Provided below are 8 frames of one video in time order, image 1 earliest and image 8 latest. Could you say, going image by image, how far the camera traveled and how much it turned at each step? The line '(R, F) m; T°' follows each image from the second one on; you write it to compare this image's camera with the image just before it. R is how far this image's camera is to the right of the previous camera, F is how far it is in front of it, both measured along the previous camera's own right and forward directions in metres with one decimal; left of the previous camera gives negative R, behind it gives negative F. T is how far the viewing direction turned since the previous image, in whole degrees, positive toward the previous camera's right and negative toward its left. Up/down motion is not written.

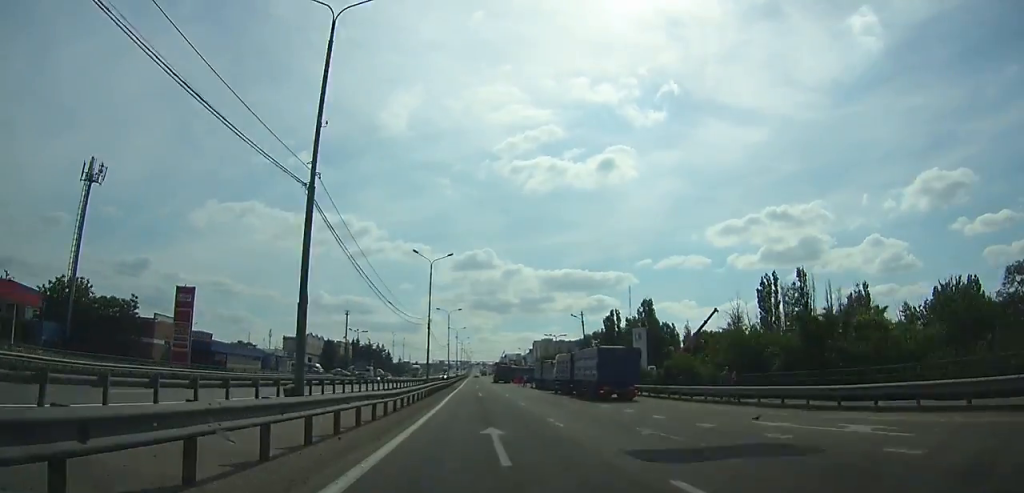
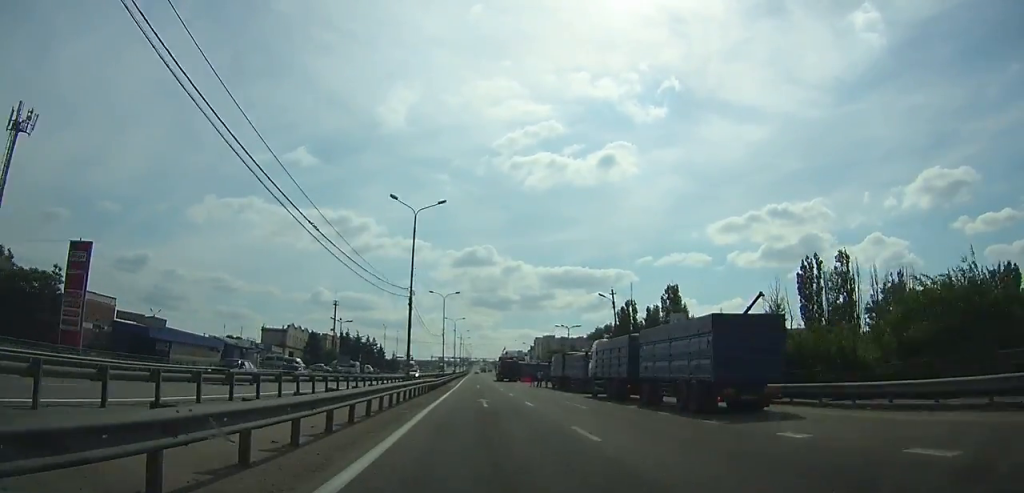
(0.0, +16.5) m; 0°
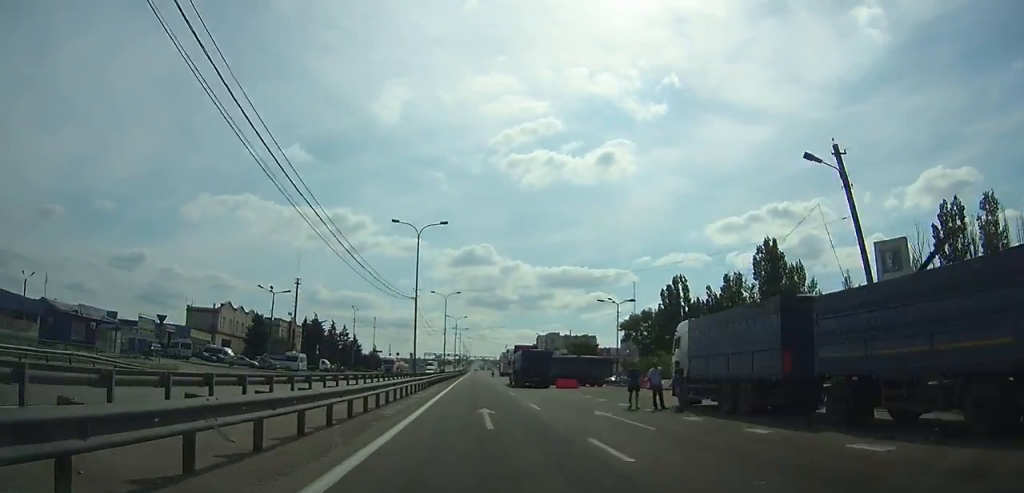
(+0.2, +38.8) m; 0°
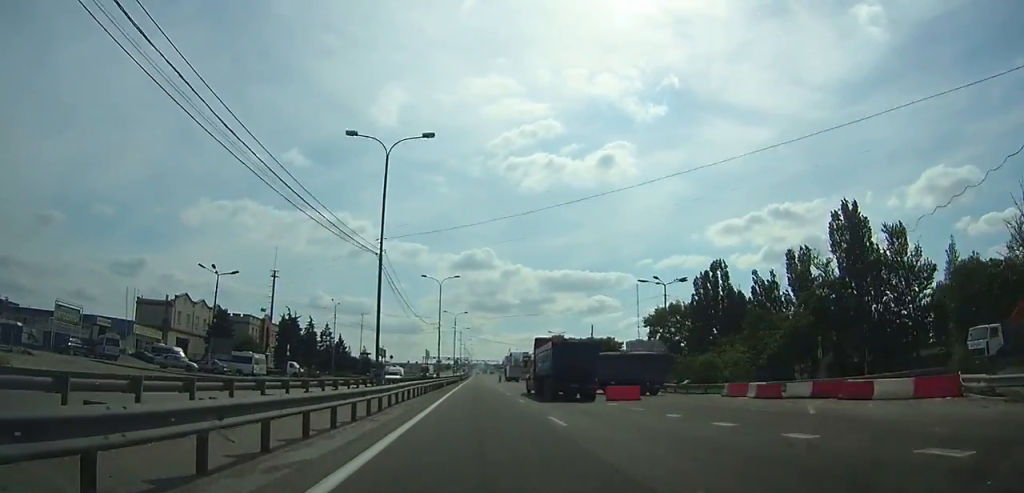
(-0.1, +18.0) m; 0°
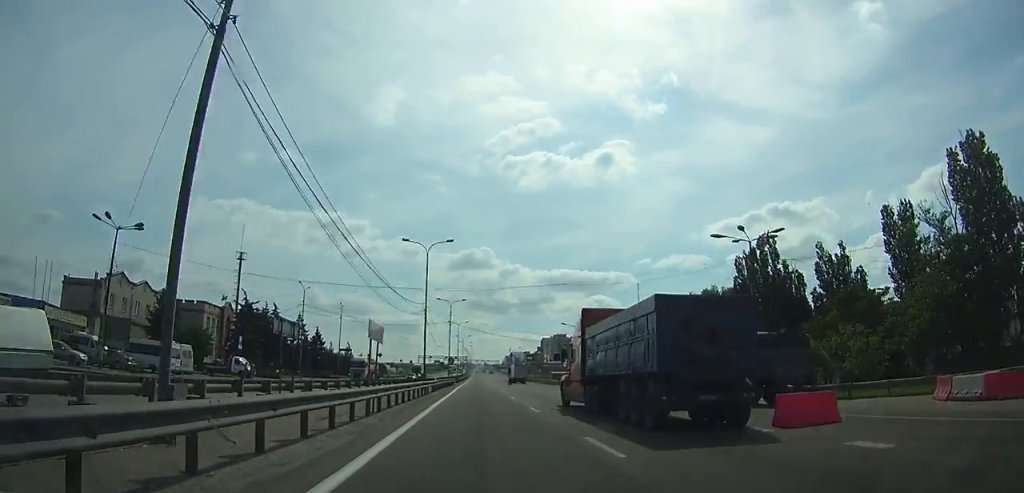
(-0.2, +18.4) m; 0°
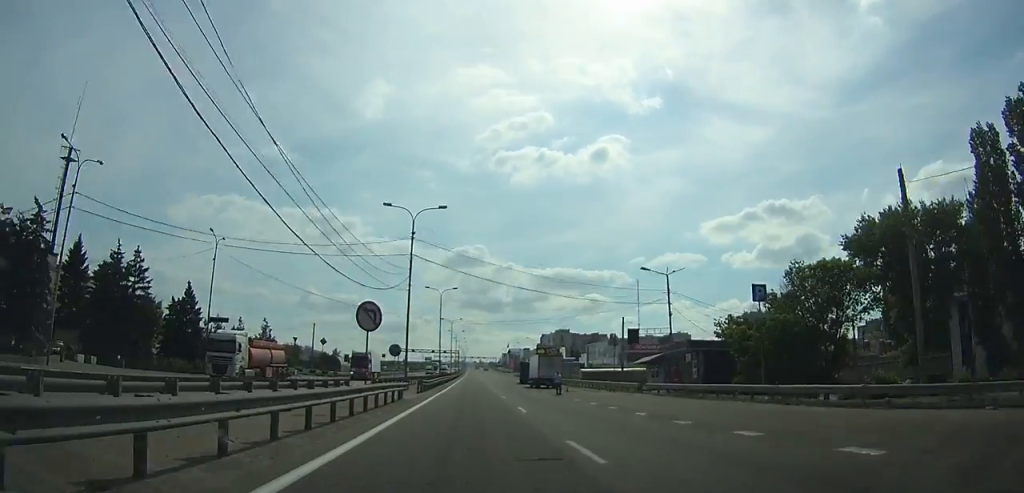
(-1.3, +52.4) m; -1°
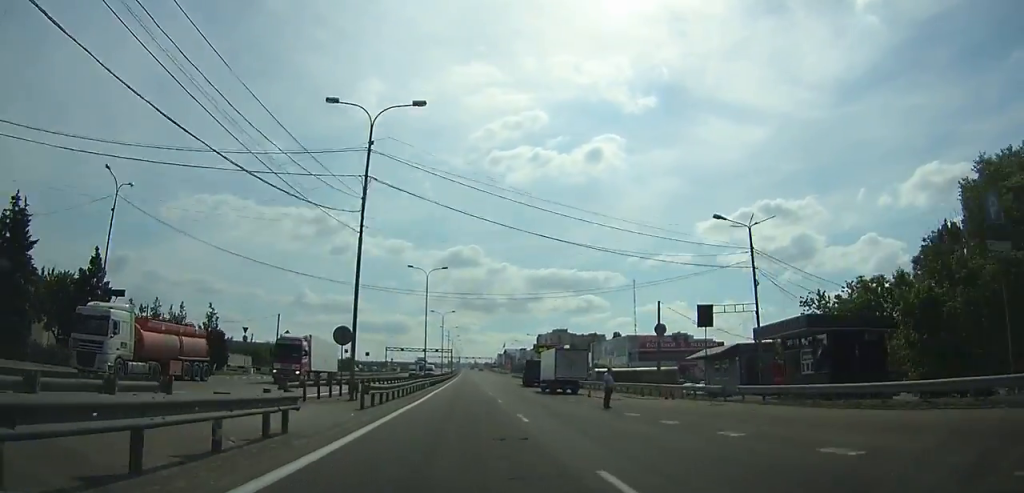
(-0.3, +17.4) m; +1°
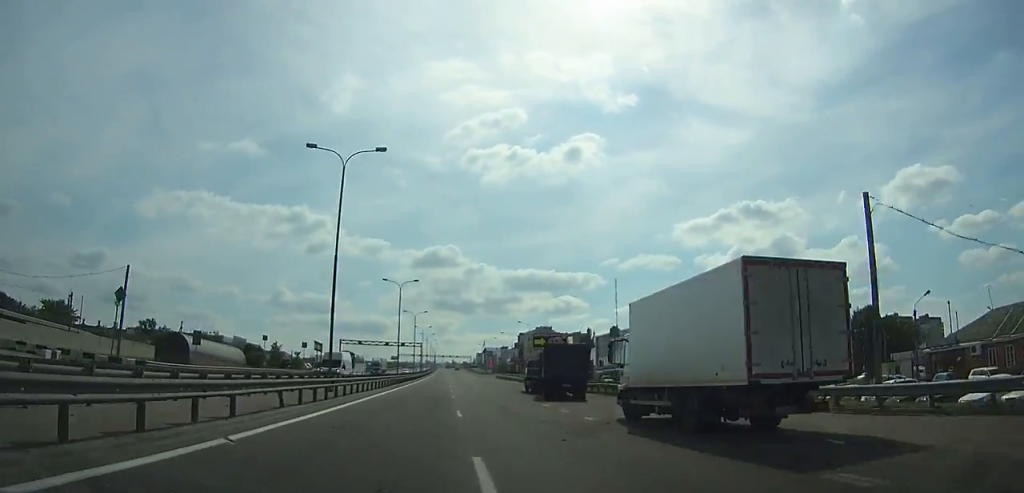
(+2.0, +35.2) m; +4°
